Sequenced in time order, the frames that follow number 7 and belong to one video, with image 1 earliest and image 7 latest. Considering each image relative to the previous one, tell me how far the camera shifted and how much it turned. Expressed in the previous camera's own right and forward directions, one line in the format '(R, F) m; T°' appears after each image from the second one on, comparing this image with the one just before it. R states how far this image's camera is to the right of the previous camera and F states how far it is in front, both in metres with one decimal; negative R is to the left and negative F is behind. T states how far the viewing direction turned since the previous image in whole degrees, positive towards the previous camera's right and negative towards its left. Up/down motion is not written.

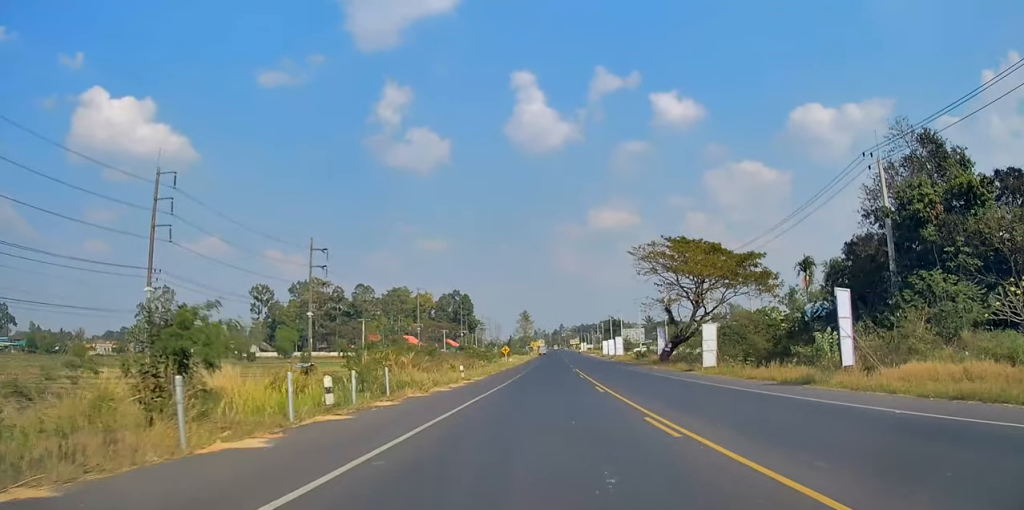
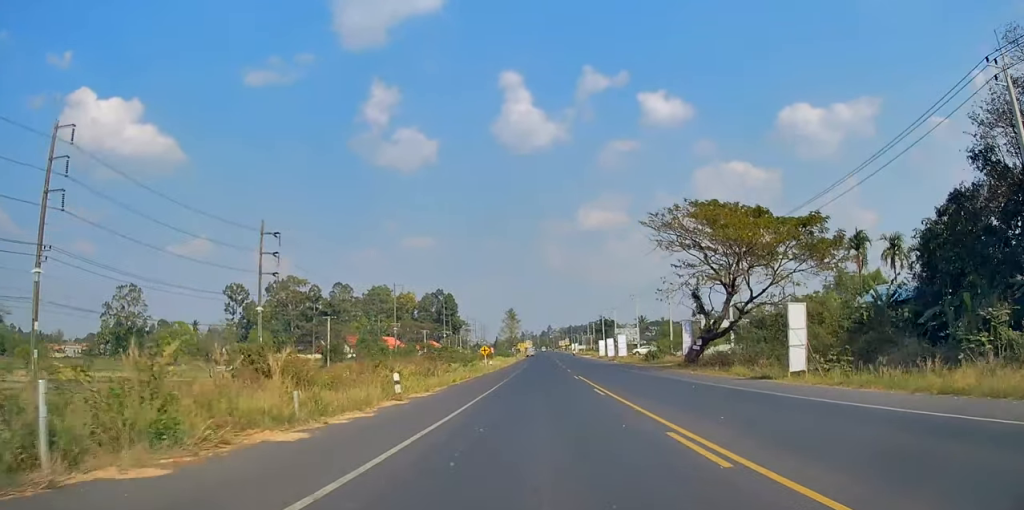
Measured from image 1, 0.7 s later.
(+0.1, +14.9) m; +1°
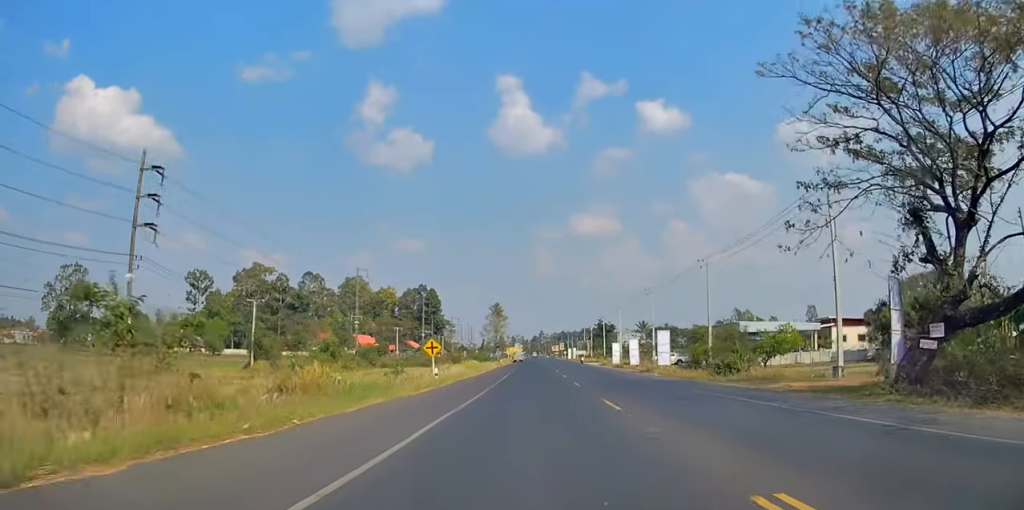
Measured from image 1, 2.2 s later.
(+0.2, +29.9) m; +1°
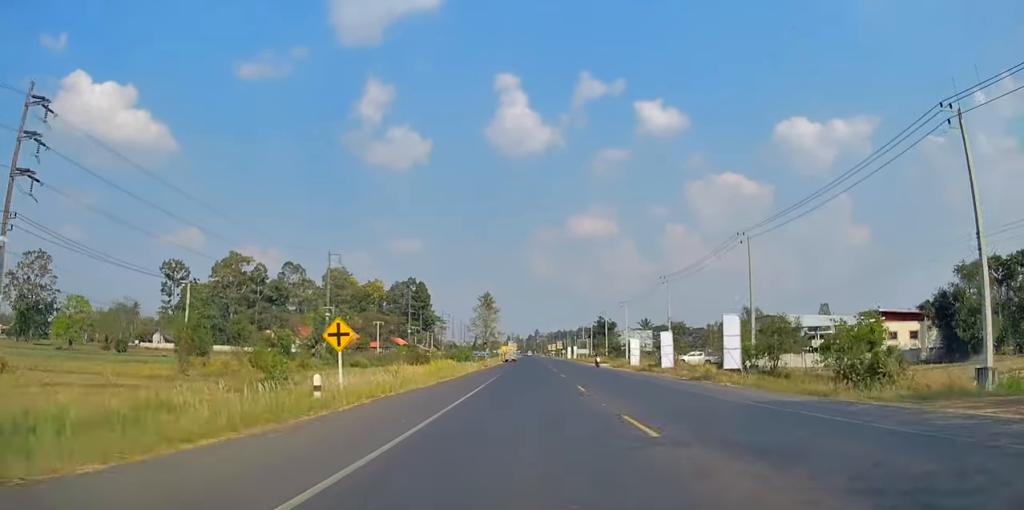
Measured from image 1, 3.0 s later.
(+0.1, +16.5) m; 0°
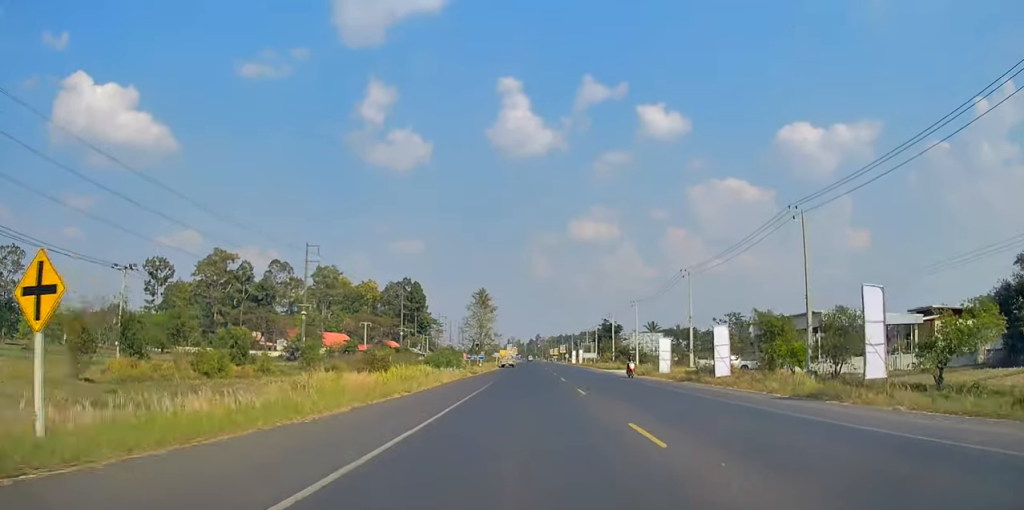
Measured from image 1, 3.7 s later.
(0.0, +13.7) m; 0°
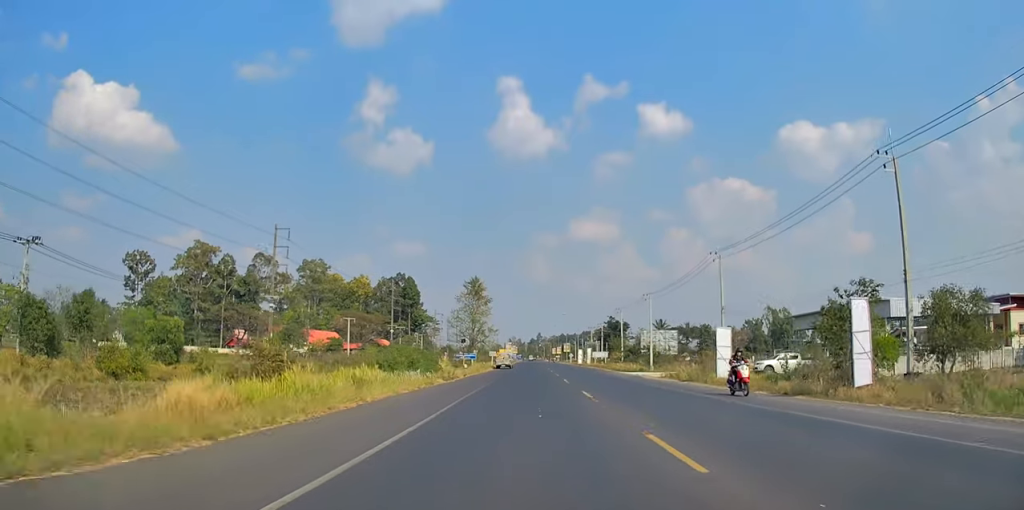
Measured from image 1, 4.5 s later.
(0.0, +15.0) m; 0°
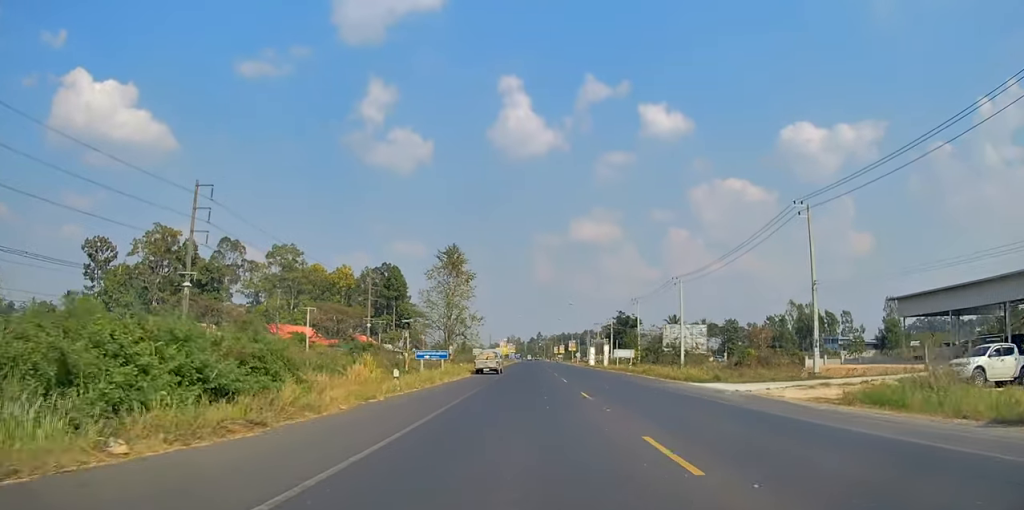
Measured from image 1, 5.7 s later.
(-0.1, +25.2) m; 0°
